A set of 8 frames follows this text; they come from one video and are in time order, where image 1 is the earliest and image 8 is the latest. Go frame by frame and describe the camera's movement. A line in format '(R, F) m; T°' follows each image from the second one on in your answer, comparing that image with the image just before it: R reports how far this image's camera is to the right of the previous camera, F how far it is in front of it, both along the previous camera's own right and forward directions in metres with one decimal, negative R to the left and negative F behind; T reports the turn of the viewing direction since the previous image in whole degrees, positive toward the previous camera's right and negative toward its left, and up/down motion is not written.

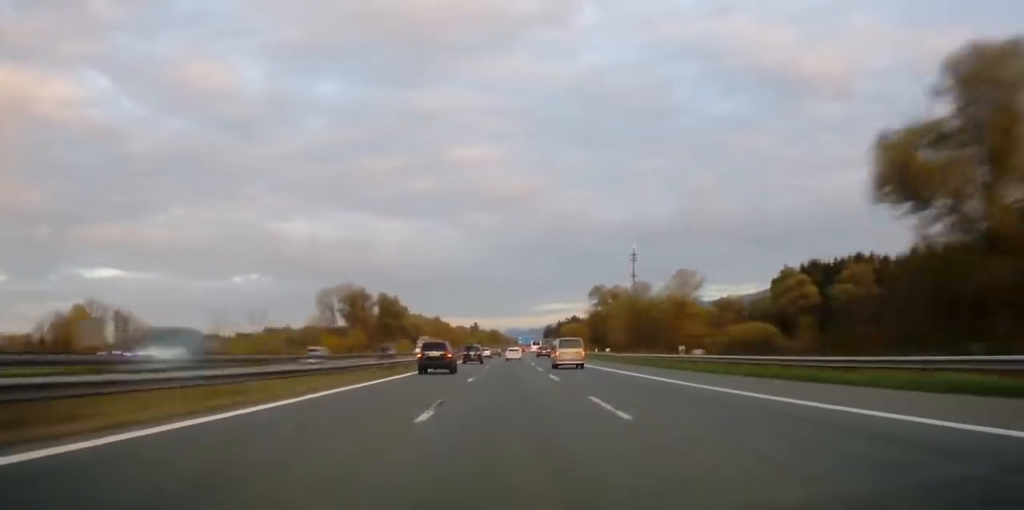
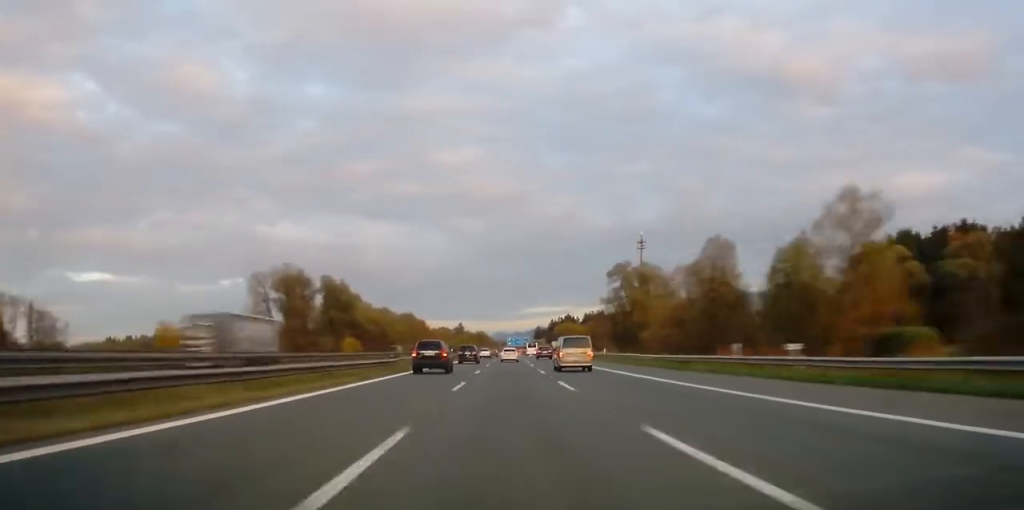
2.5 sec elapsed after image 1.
(+0.6, +63.1) m; +1°
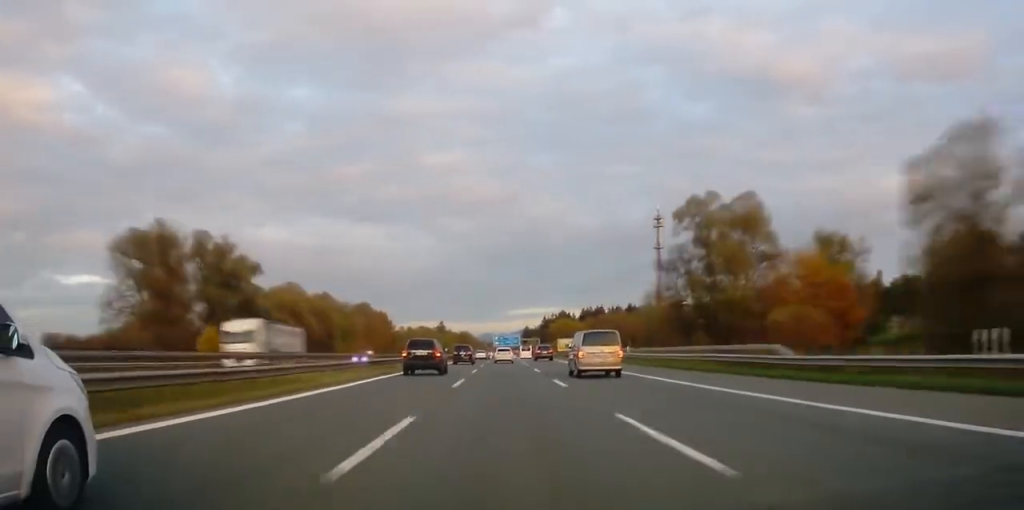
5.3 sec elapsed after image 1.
(+0.7, +68.7) m; +1°
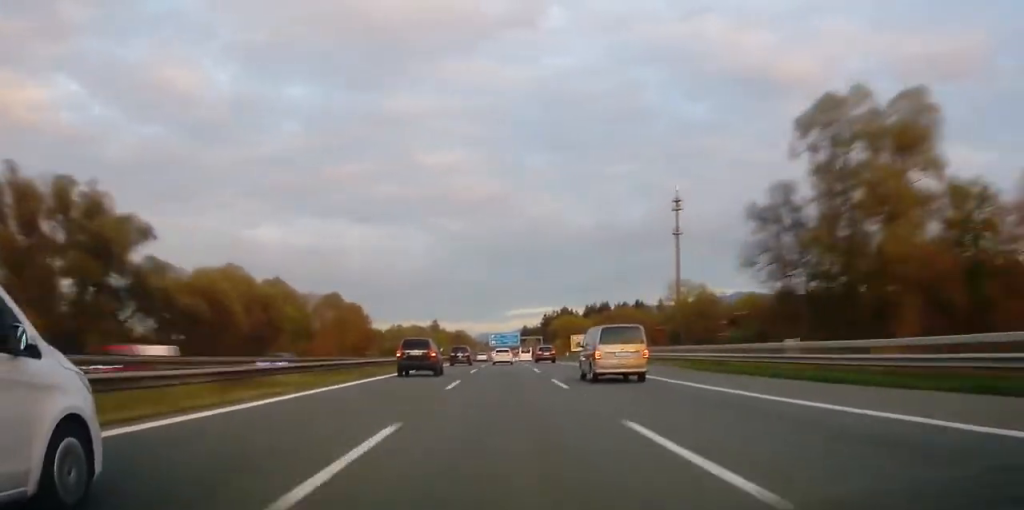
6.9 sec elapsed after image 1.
(+0.1, +38.7) m; 0°
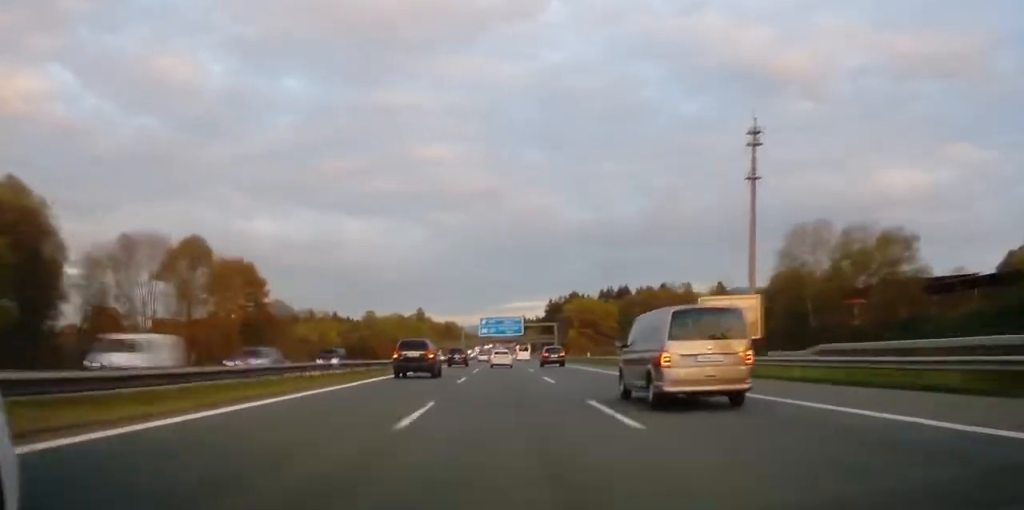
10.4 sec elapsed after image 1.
(+0.2, +84.9) m; 0°
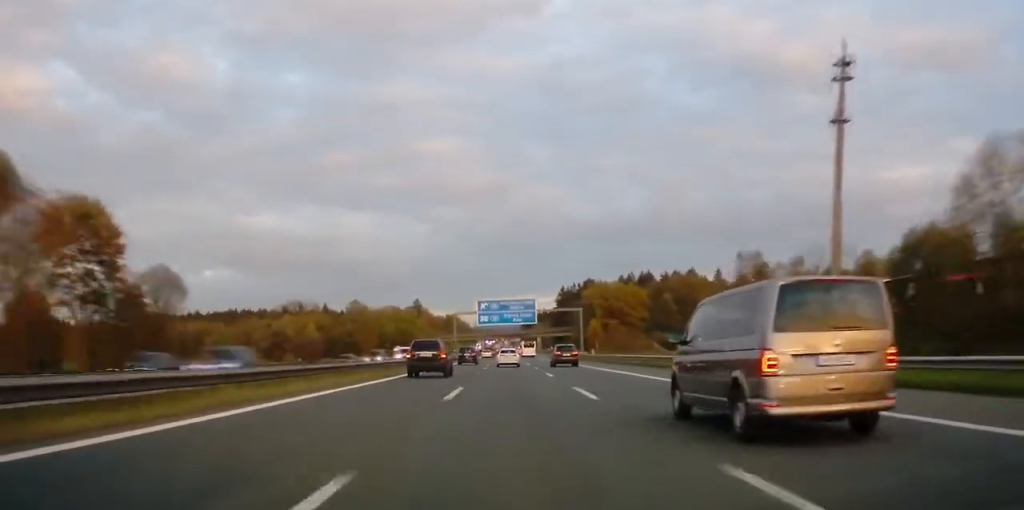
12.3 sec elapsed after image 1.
(0.0, +46.1) m; 0°
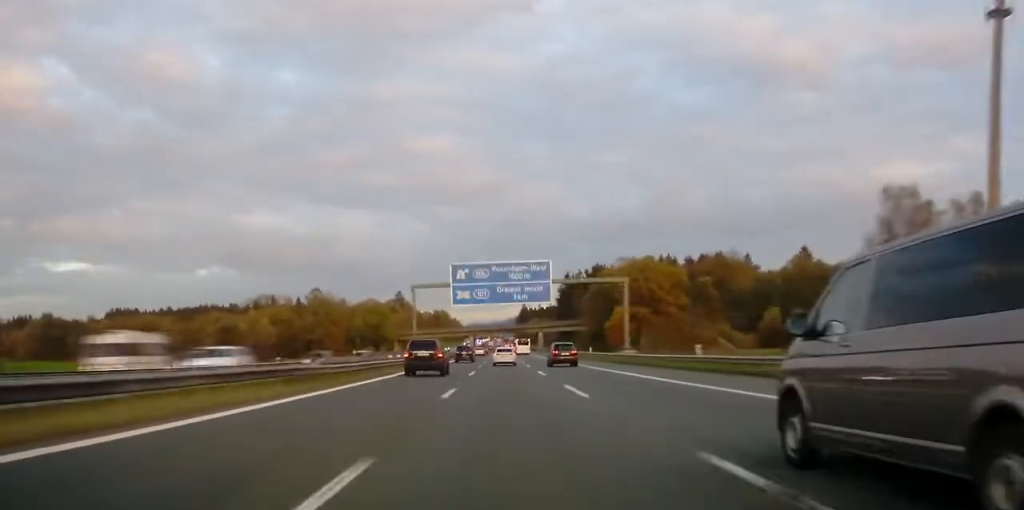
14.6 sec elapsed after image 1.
(0.0, +54.1) m; 0°
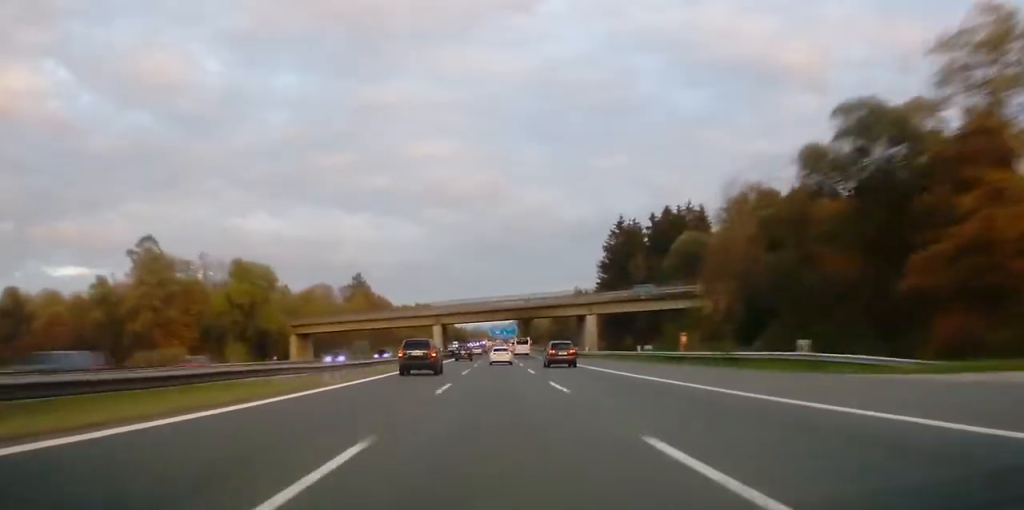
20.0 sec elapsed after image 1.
(+0.2, +124.8) m; 0°
